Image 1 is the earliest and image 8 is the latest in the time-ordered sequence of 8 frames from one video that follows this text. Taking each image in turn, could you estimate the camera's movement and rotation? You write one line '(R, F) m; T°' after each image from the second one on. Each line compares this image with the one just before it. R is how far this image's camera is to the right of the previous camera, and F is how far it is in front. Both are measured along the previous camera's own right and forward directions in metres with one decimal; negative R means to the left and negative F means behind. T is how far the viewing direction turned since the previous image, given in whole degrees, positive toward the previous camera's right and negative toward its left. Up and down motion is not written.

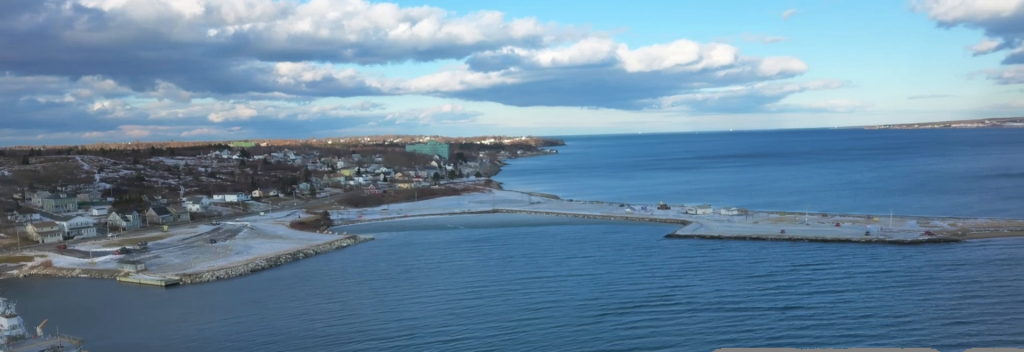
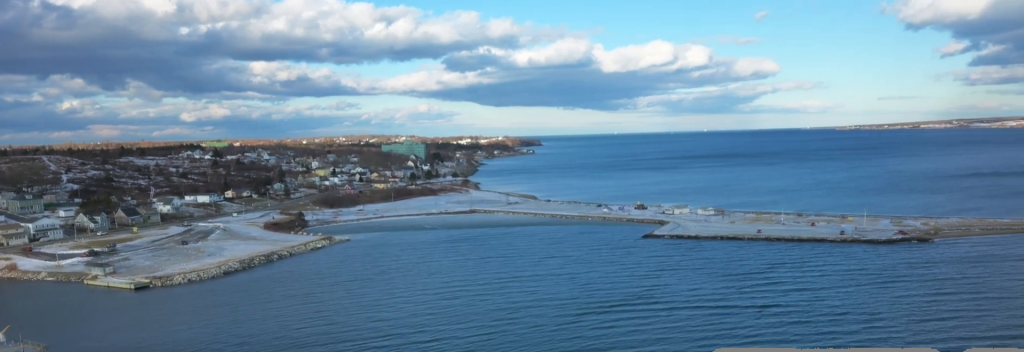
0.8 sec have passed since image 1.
(+0.1, +2.3) m; +1°
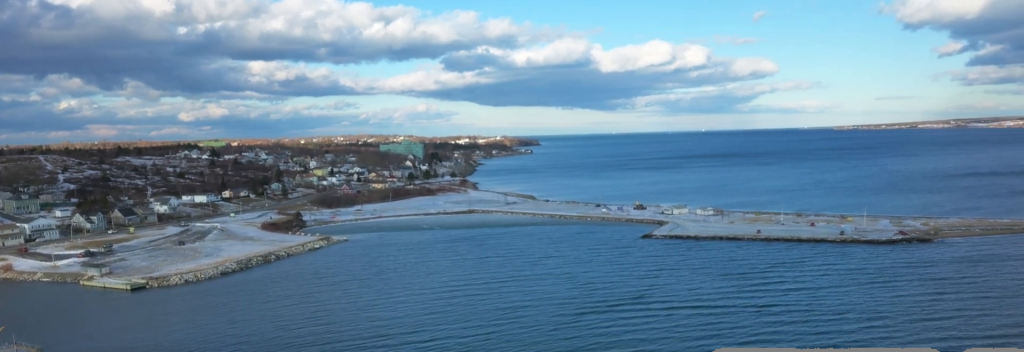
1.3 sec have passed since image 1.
(0.0, +1.6) m; 0°
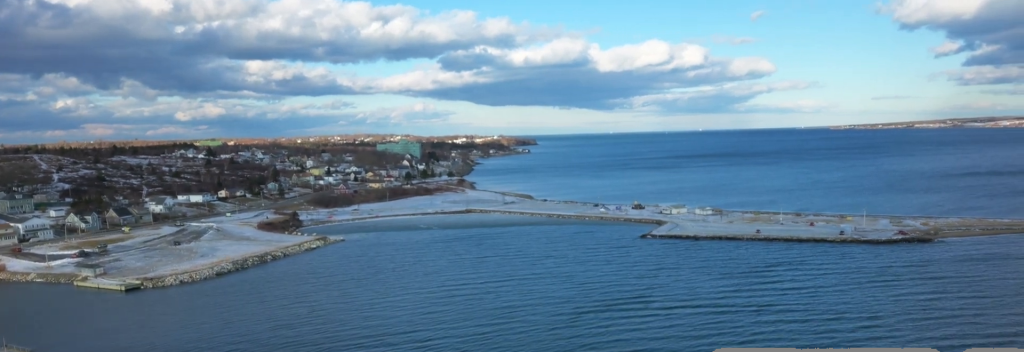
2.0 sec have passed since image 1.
(0.0, +2.2) m; -1°
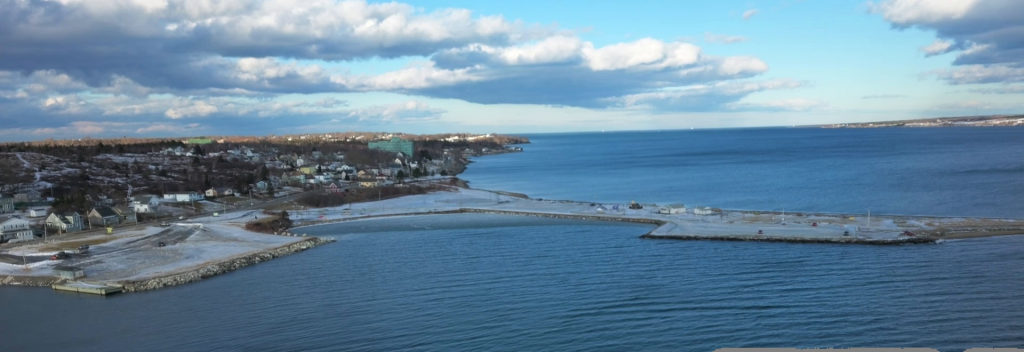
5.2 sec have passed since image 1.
(+0.1, +9.4) m; -1°
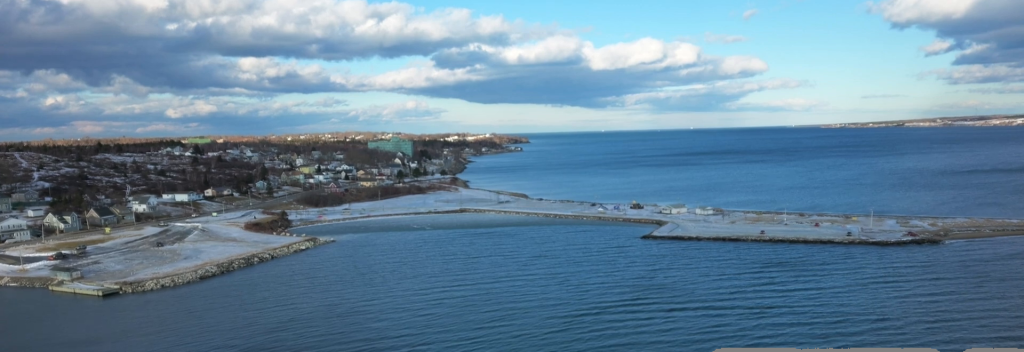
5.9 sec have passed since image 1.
(0.0, +2.0) m; -1°
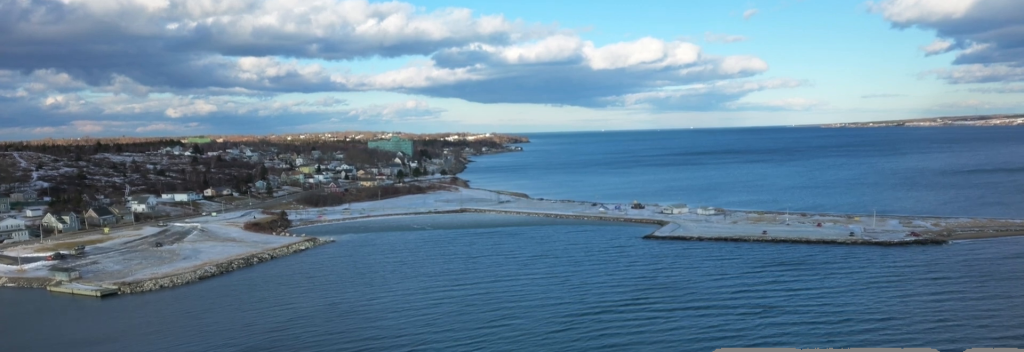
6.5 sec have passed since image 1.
(0.0, +1.7) m; 0°
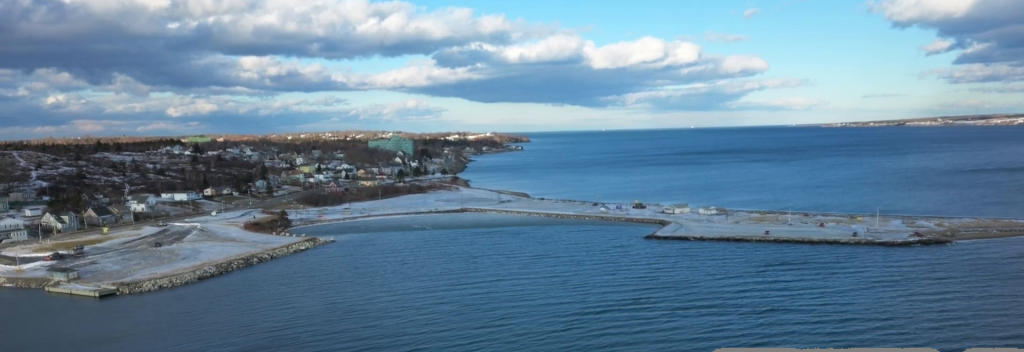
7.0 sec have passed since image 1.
(0.0, +1.7) m; 0°
